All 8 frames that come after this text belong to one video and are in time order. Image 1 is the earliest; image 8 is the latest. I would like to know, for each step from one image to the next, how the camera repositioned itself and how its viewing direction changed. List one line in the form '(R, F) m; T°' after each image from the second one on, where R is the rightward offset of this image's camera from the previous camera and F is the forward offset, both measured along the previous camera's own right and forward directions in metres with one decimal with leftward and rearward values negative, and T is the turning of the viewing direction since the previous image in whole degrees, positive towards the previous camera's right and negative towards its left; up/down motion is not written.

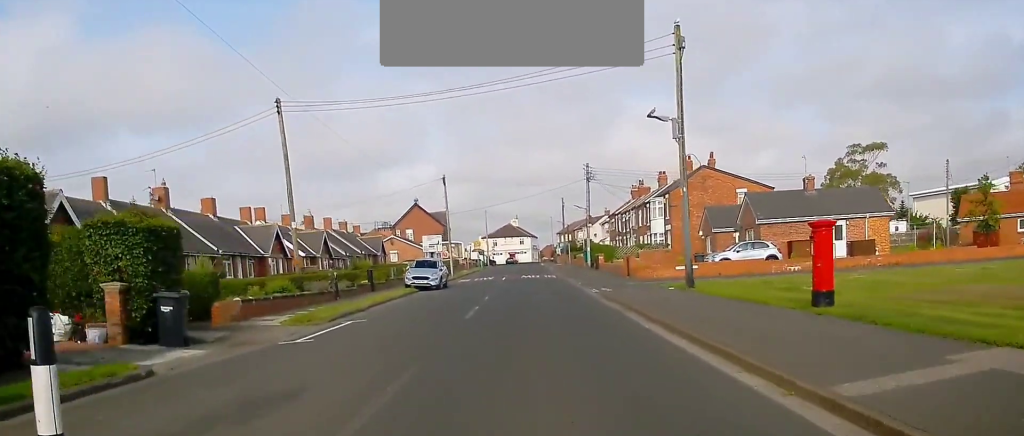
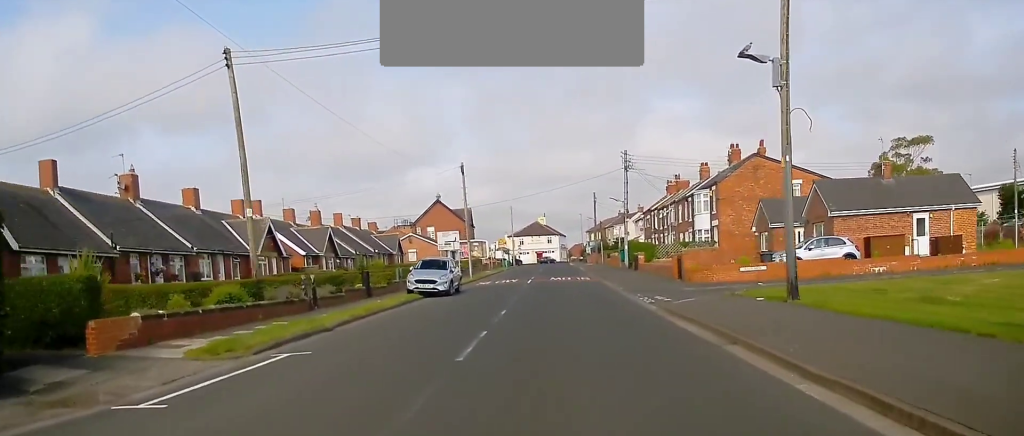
(0.0, +7.6) m; -2°
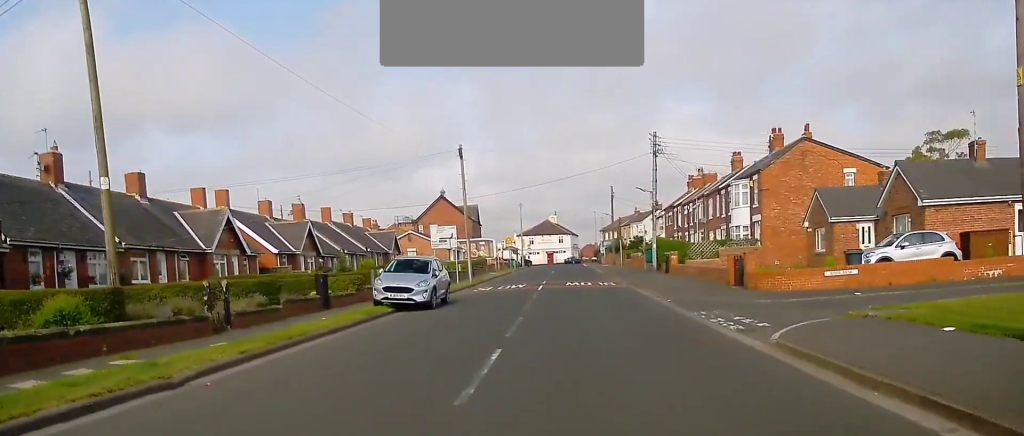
(-0.2, +8.5) m; -2°
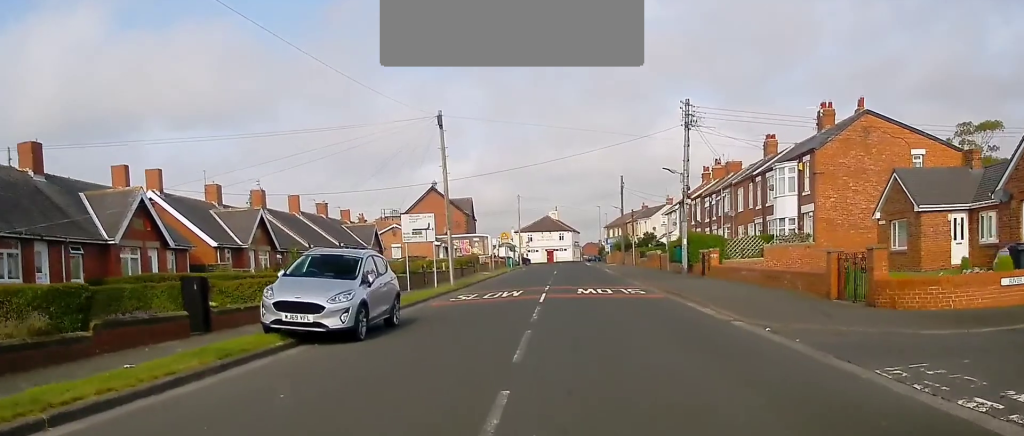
(-0.2, +9.7) m; 0°
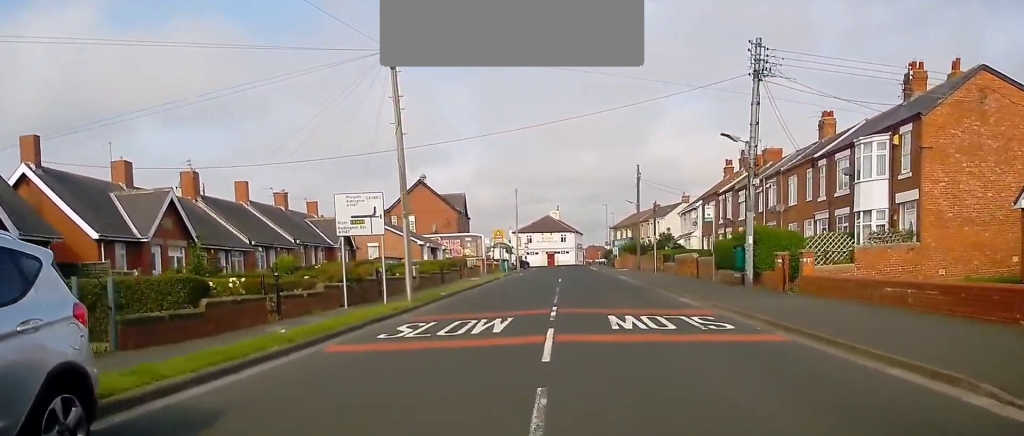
(+0.2, +11.9) m; 0°
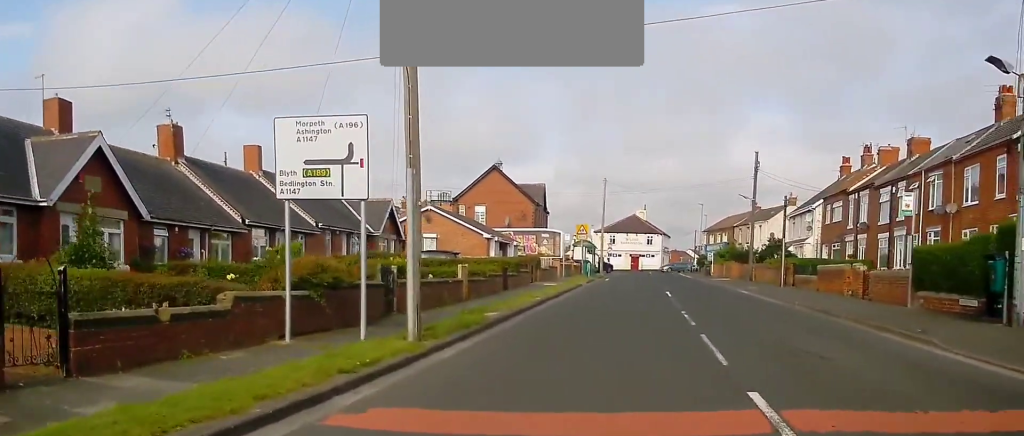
(-0.2, +12.5) m; -3°
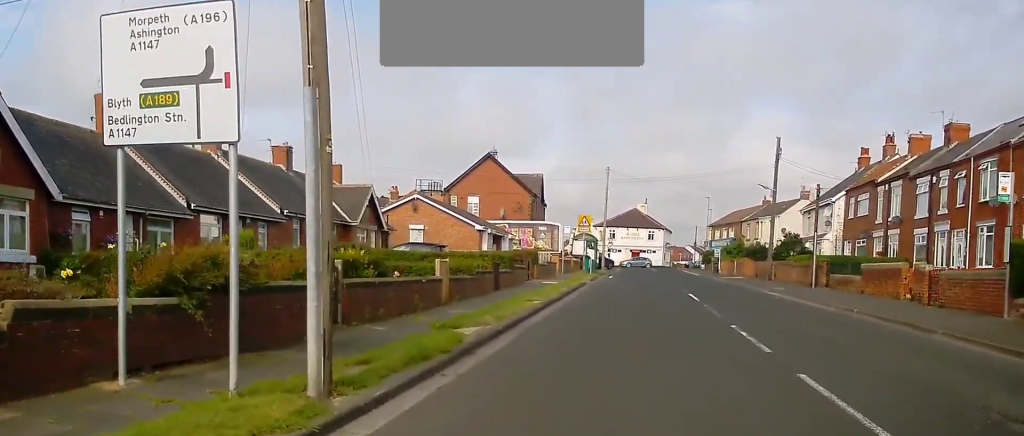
(0.0, +5.4) m; -3°
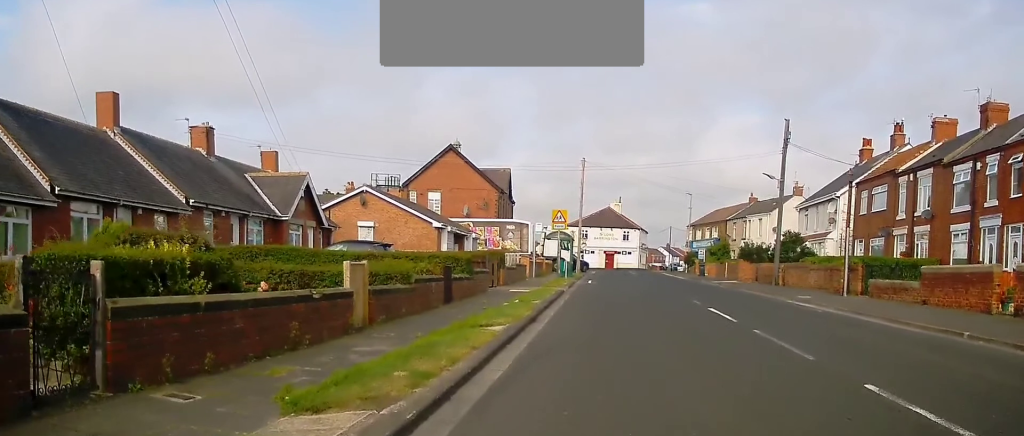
(-0.5, +7.5) m; 0°
